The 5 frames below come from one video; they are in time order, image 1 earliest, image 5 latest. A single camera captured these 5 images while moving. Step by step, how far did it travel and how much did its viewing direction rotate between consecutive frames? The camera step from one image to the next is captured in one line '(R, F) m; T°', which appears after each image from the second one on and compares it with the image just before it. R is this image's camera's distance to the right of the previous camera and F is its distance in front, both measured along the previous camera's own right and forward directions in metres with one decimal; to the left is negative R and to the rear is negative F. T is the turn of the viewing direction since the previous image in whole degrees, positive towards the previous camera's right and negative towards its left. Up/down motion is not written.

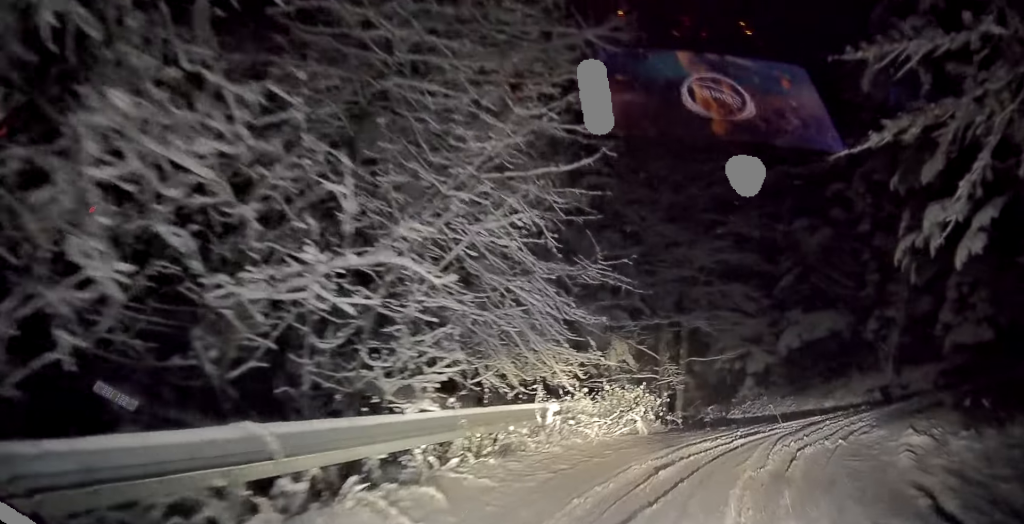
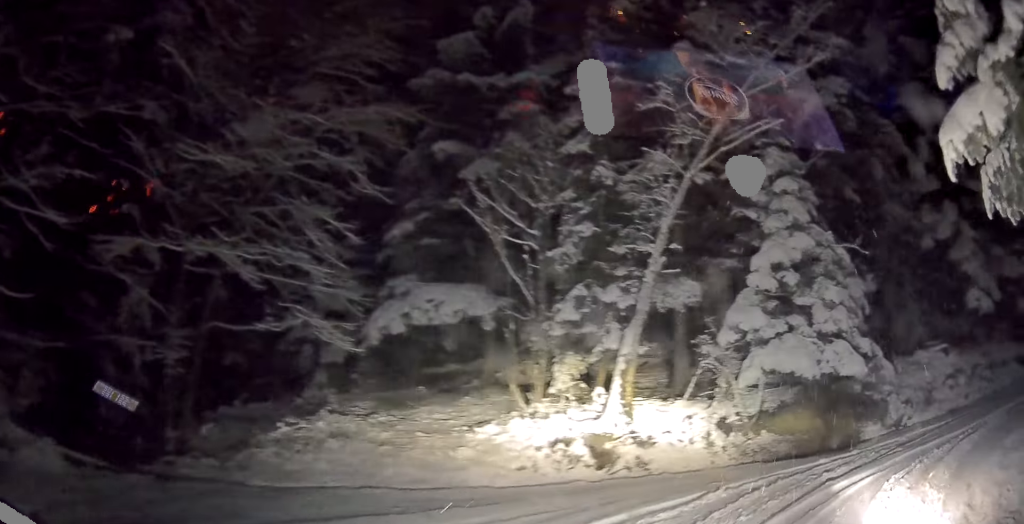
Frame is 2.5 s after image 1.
(+1.9, +14.2) m; +21°
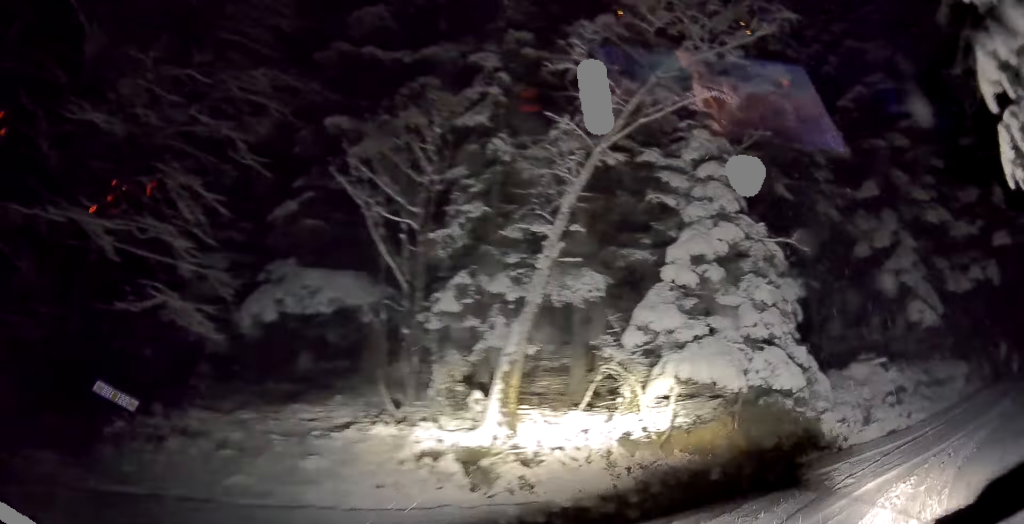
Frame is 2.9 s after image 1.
(-0.1, +2.0) m; +6°
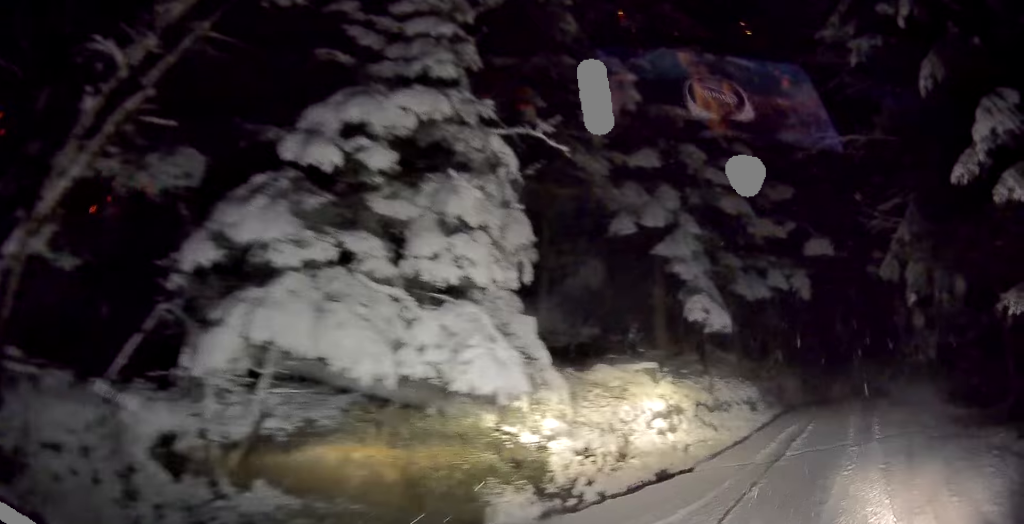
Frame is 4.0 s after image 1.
(+1.1, +4.6) m; +28°
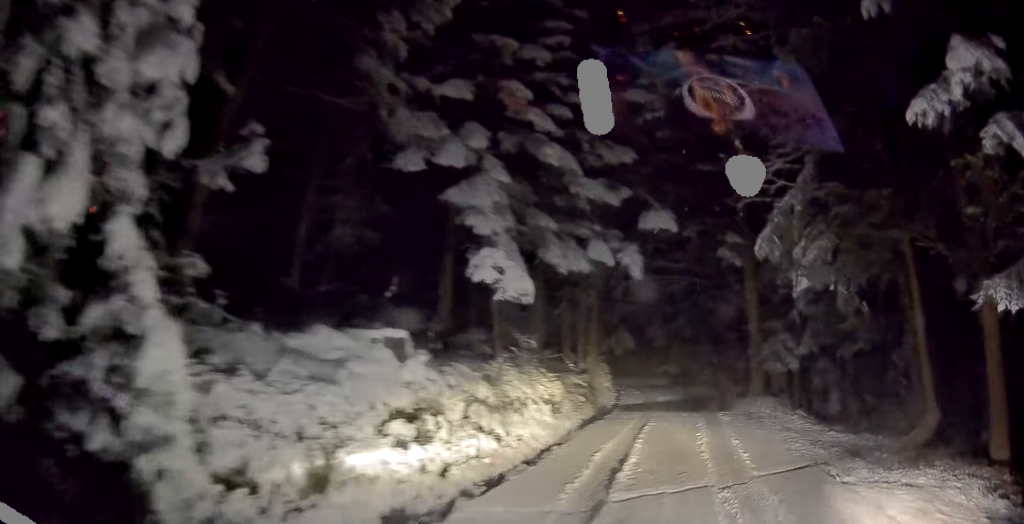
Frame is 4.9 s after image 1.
(+0.7, +3.1) m; +20°
